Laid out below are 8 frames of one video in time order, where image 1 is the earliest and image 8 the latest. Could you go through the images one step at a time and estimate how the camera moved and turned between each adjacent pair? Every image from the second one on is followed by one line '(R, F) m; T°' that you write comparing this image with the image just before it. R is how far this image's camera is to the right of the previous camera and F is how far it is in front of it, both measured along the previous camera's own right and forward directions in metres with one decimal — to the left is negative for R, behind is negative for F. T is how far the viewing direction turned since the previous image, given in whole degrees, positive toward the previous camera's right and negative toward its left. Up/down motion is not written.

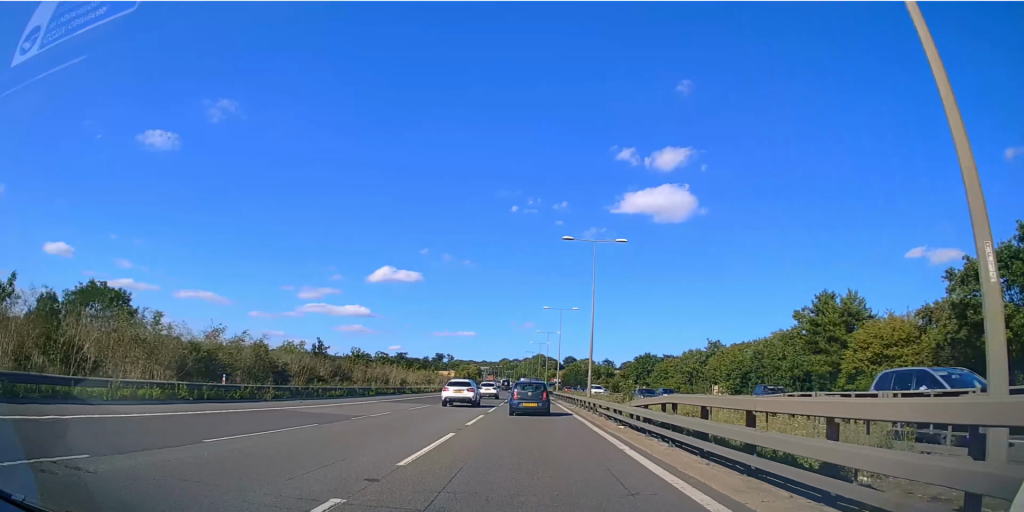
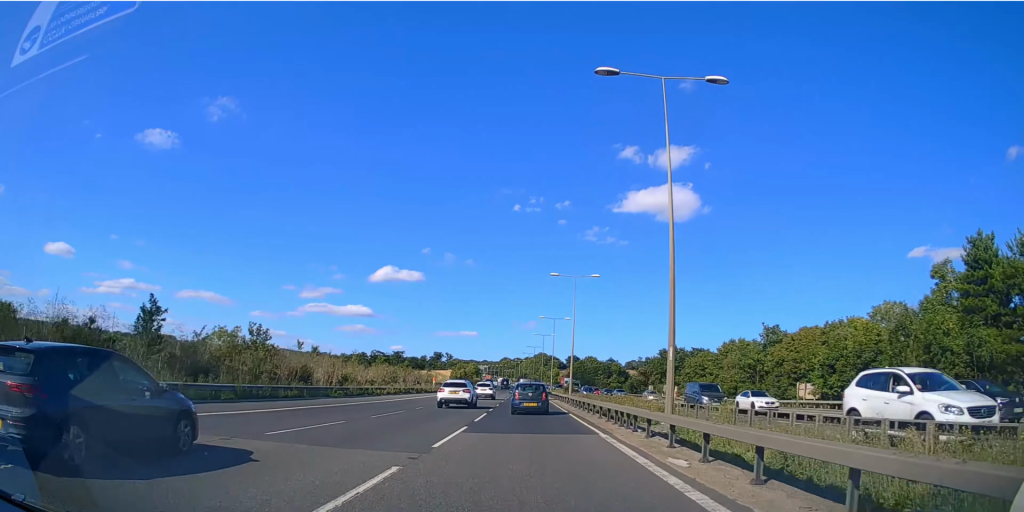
(-0.1, +22.5) m; 0°
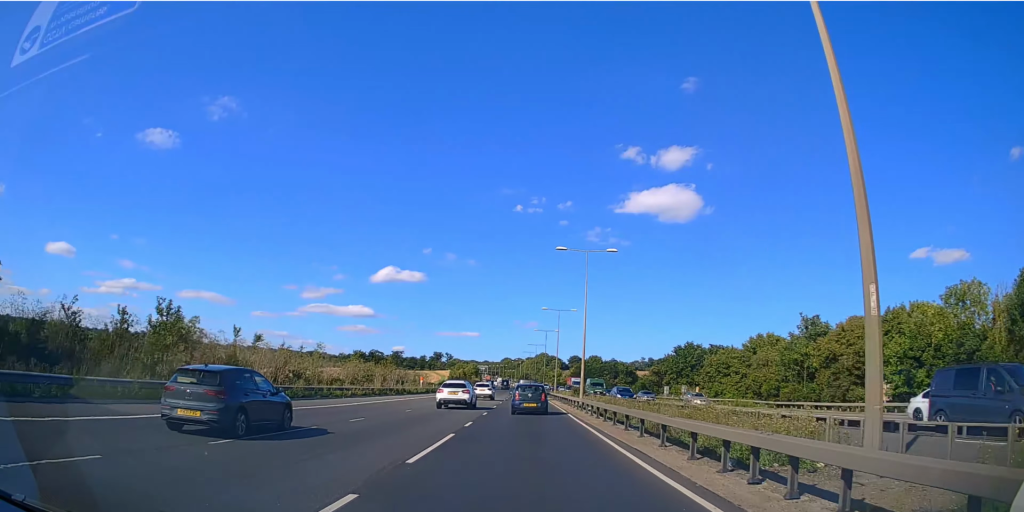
(+0.1, +10.1) m; 0°
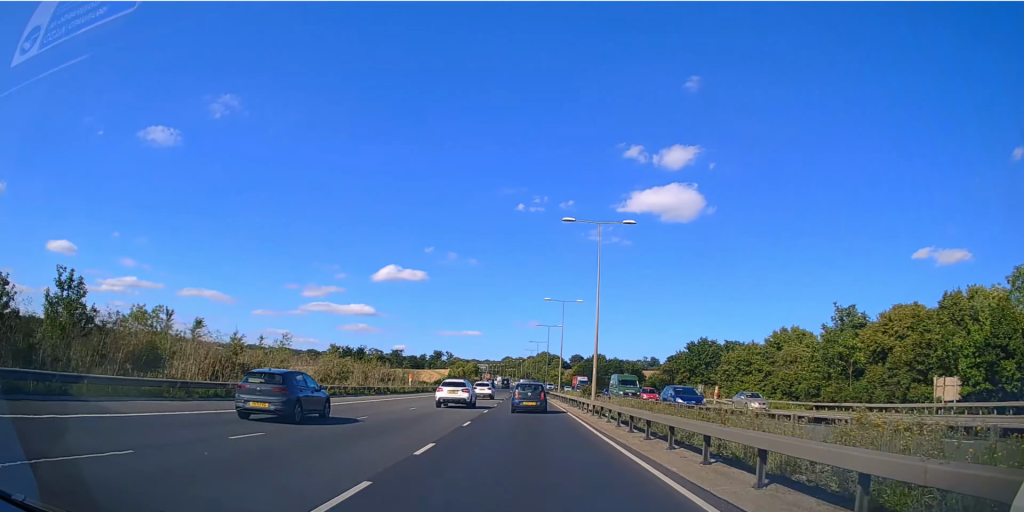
(0.0, +6.5) m; 0°
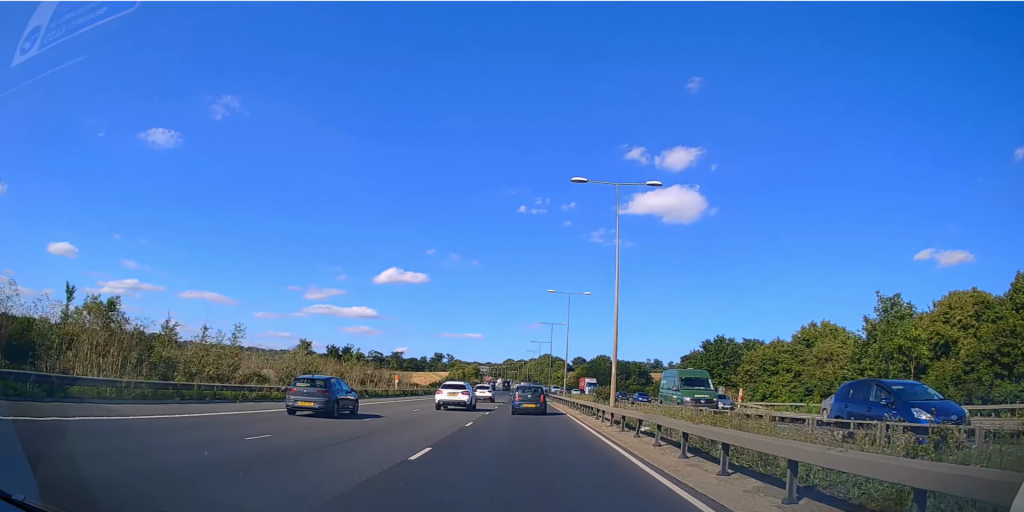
(0.0, +6.5) m; 0°
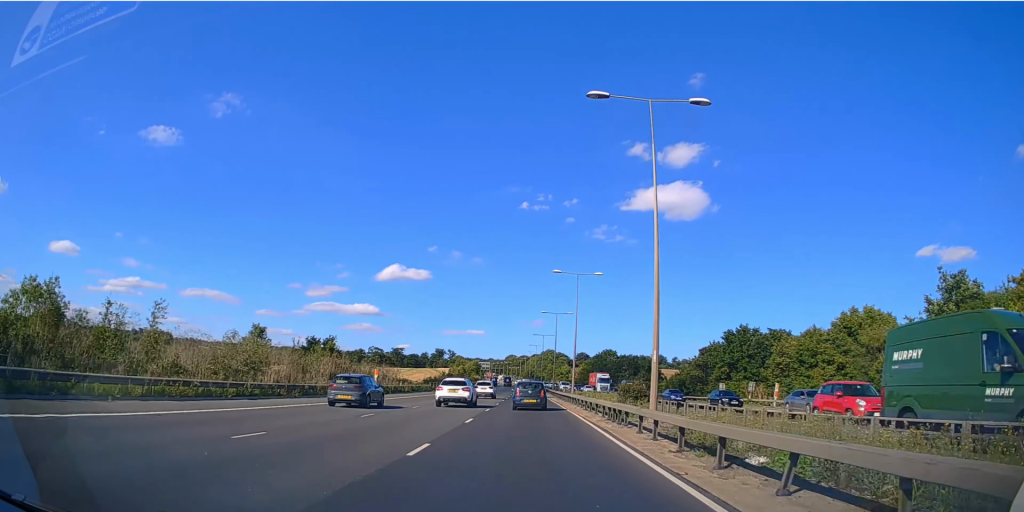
(0.0, +7.5) m; 0°
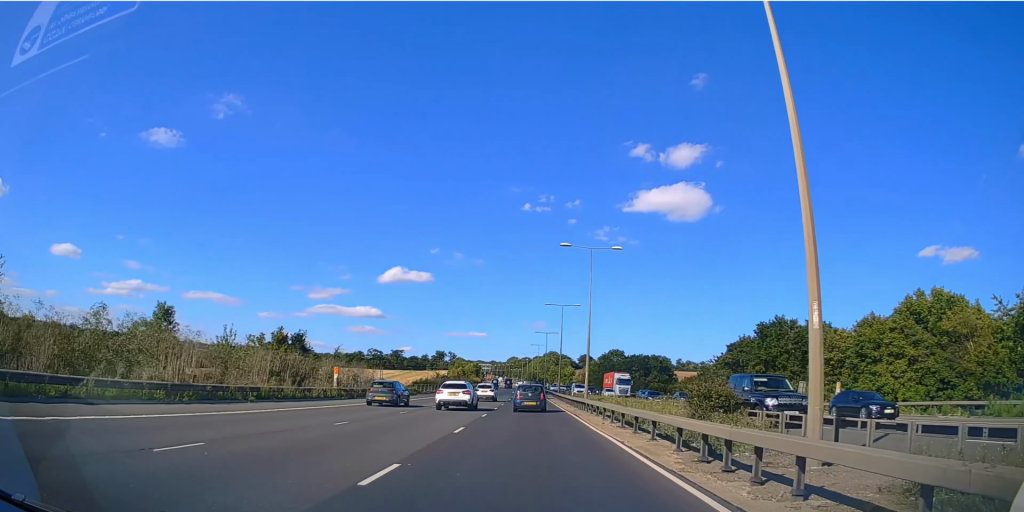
(0.0, +9.6) m; 0°
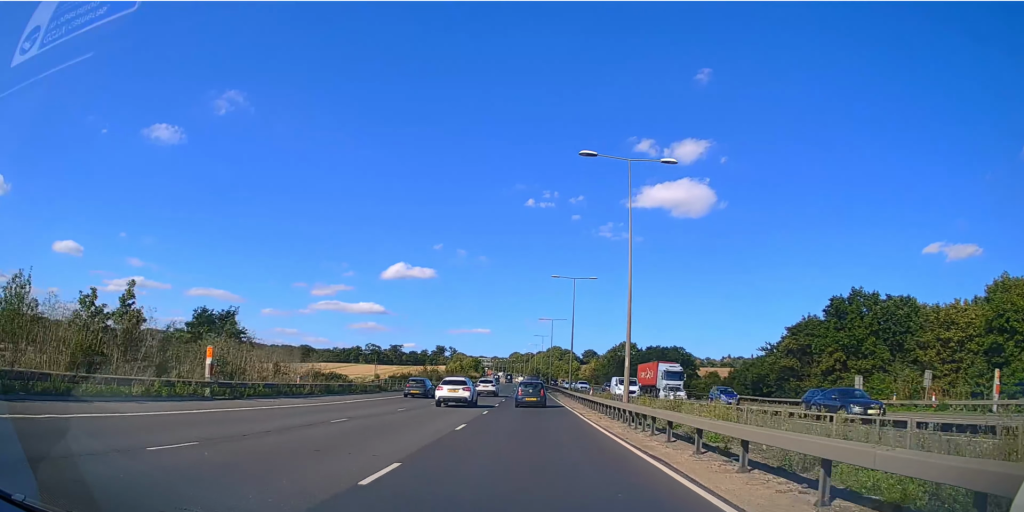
(-0.1, +15.9) m; -1°
